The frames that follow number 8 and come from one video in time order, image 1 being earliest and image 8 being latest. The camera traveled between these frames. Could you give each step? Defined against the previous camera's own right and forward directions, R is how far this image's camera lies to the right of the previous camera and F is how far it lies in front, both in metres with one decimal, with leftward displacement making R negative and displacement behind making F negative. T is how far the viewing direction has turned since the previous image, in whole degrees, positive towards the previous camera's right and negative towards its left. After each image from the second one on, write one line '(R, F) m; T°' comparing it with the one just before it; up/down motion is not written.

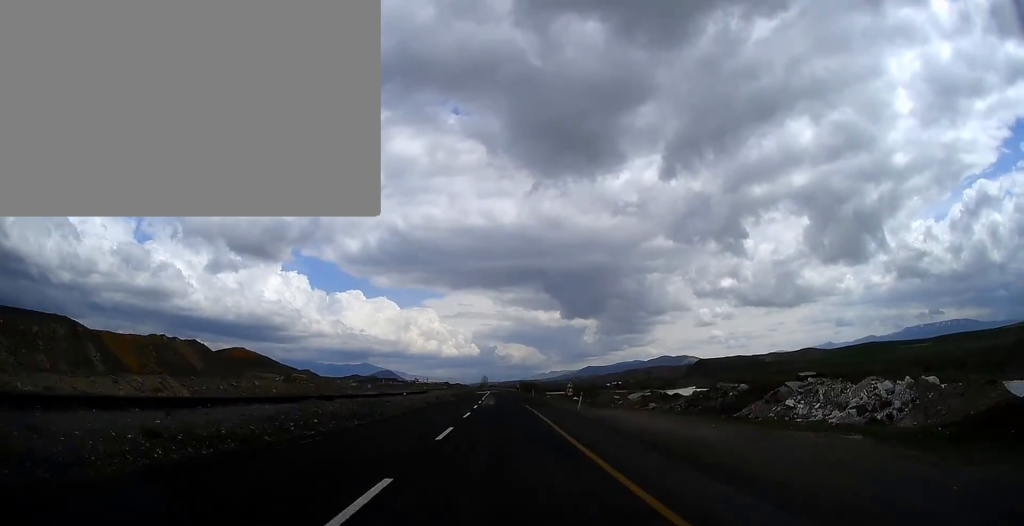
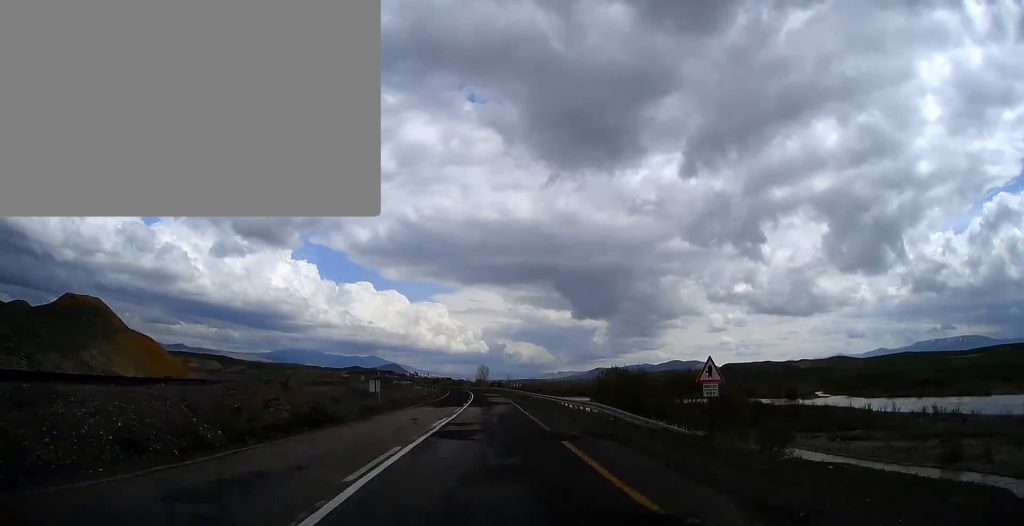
(-2.3, +144.4) m; -4°
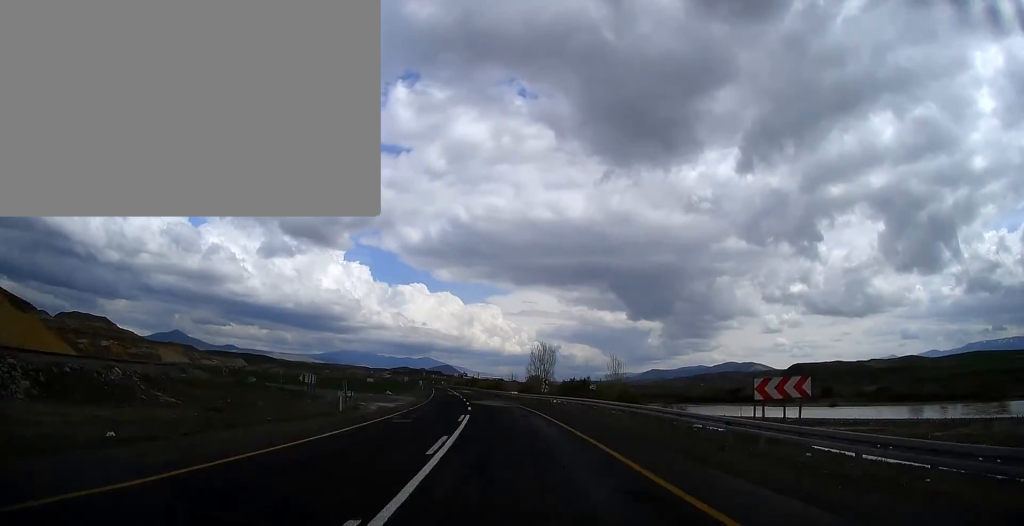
(-0.6, +101.4) m; -4°
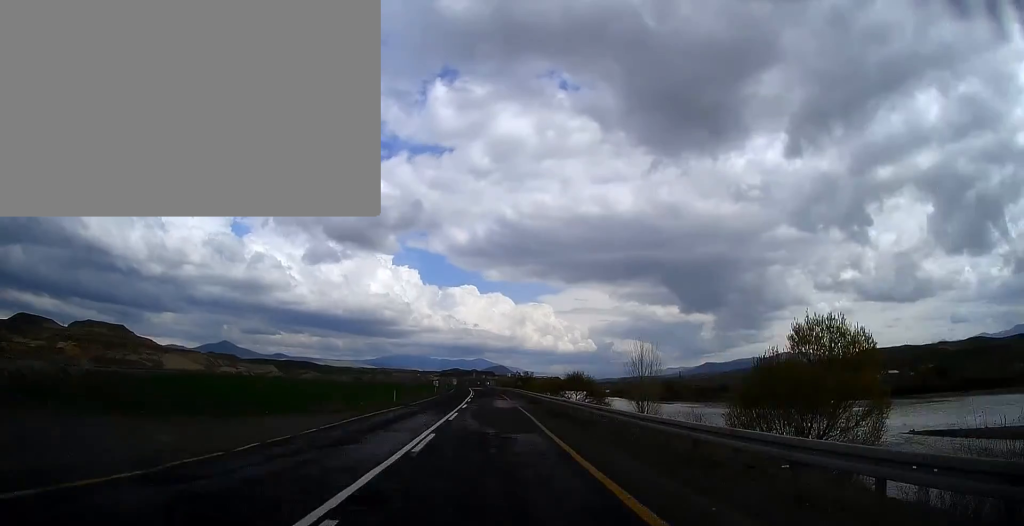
(-5.6, +84.1) m; -2°
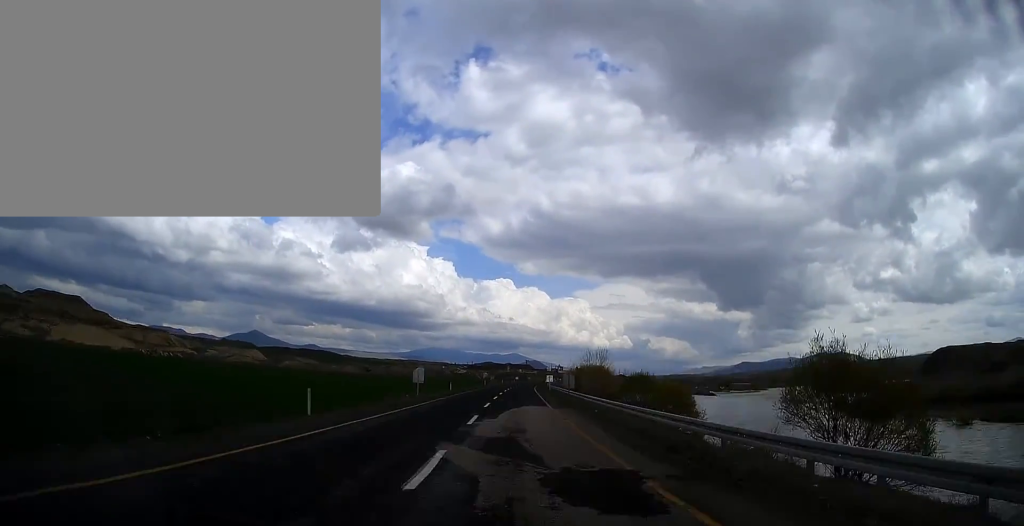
(-5.0, +180.5) m; 0°
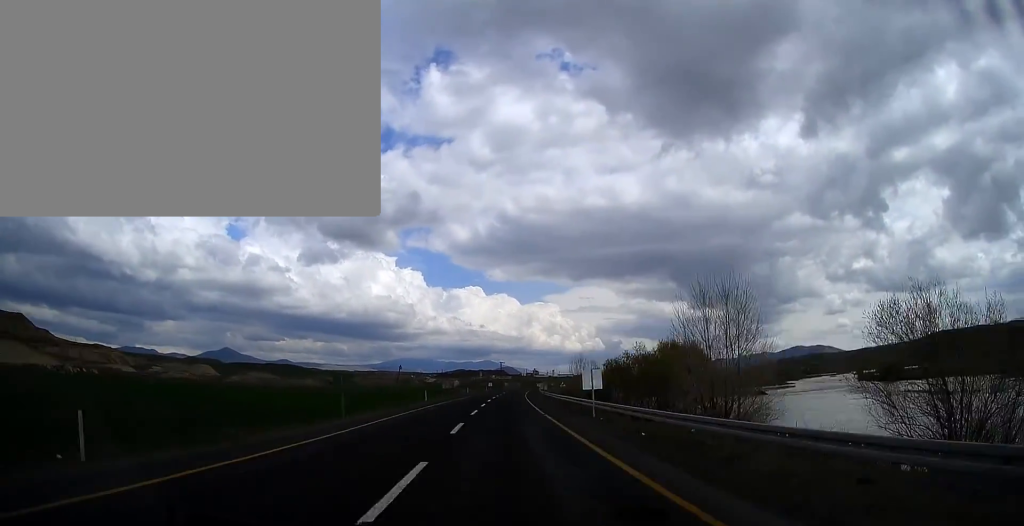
(+0.2, +60.0) m; +1°
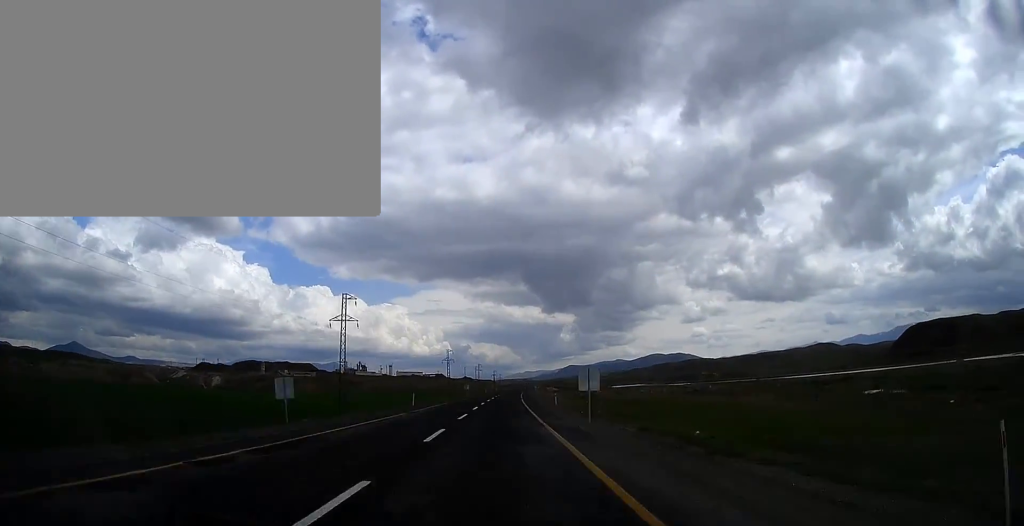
(+46.5, +382.1) m; +13°
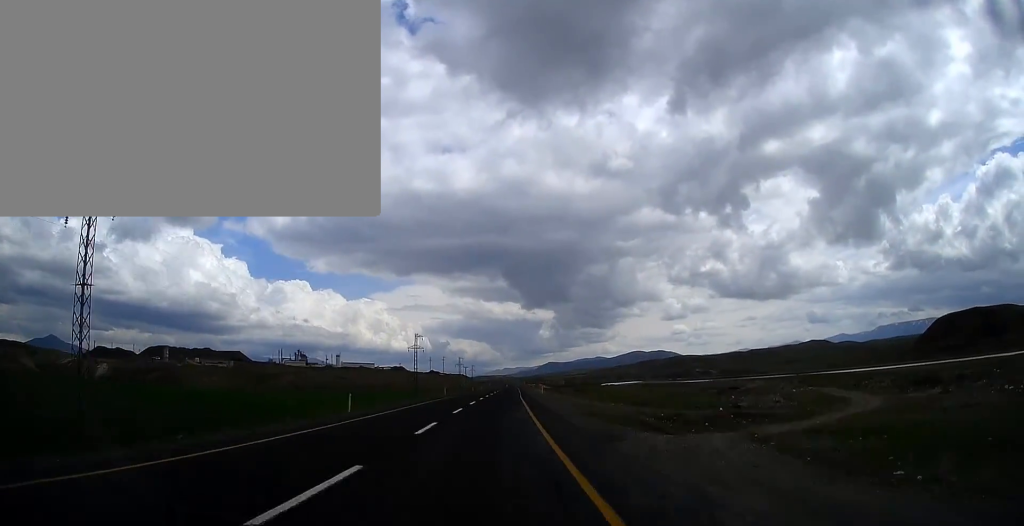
(+3.4, +129.2) m; +2°
